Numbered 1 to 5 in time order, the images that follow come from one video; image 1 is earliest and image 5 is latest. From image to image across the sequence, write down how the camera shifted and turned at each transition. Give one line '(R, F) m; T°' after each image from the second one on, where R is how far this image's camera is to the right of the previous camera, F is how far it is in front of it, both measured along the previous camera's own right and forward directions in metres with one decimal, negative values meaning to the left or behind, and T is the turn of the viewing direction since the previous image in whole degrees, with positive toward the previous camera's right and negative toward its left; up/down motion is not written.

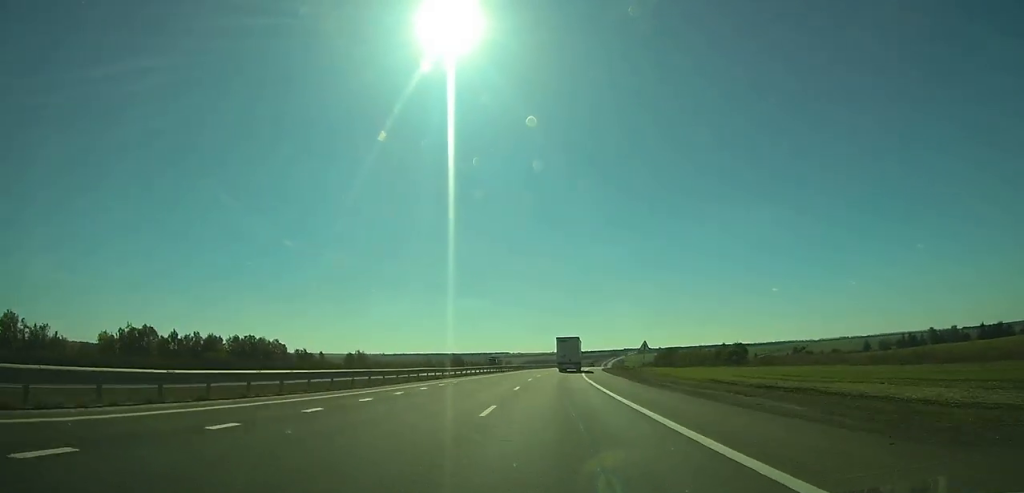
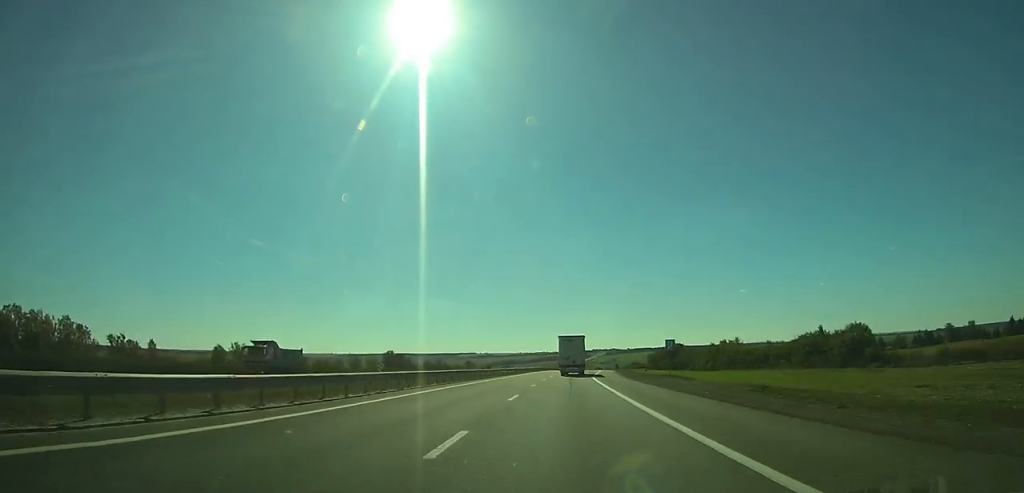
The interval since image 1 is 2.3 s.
(+0.4, +65.7) m; +2°
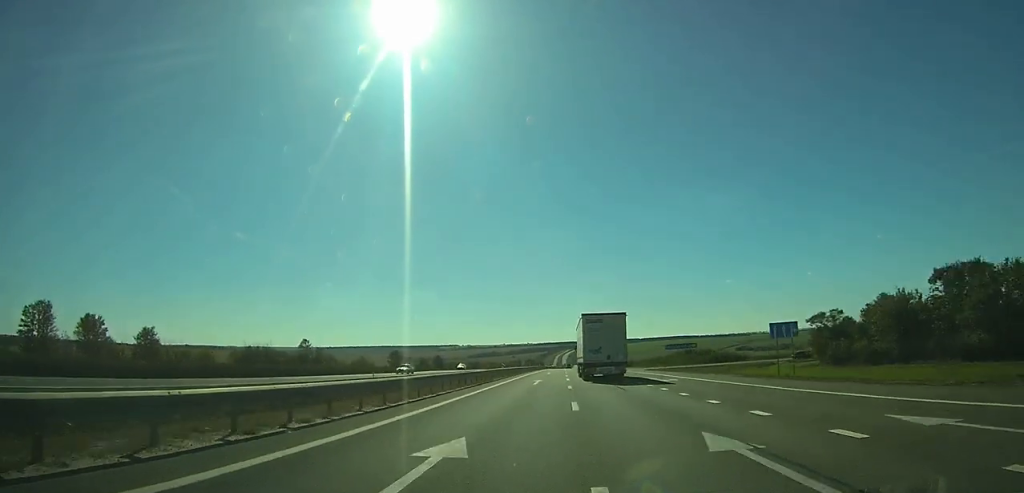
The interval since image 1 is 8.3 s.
(+6.6, +168.4) m; +2°
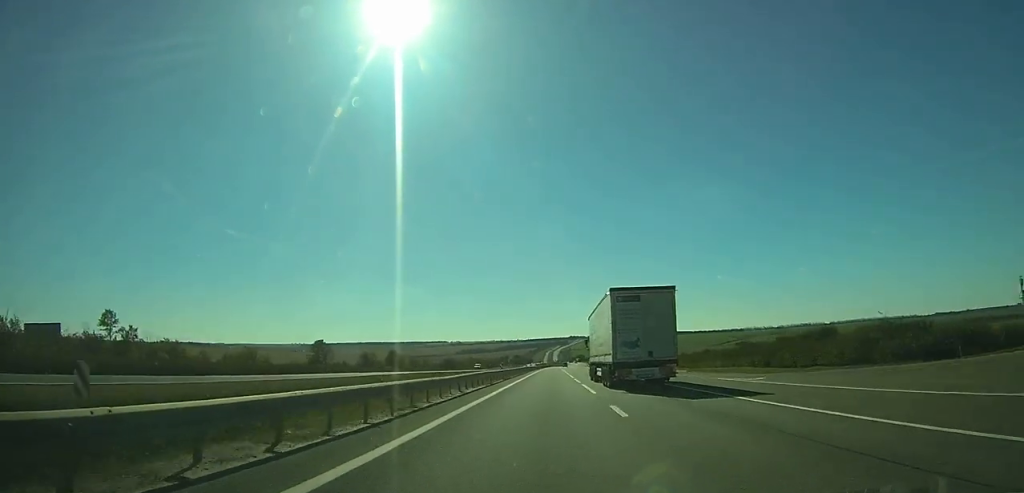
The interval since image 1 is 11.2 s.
(+0.1, +81.7) m; 0°
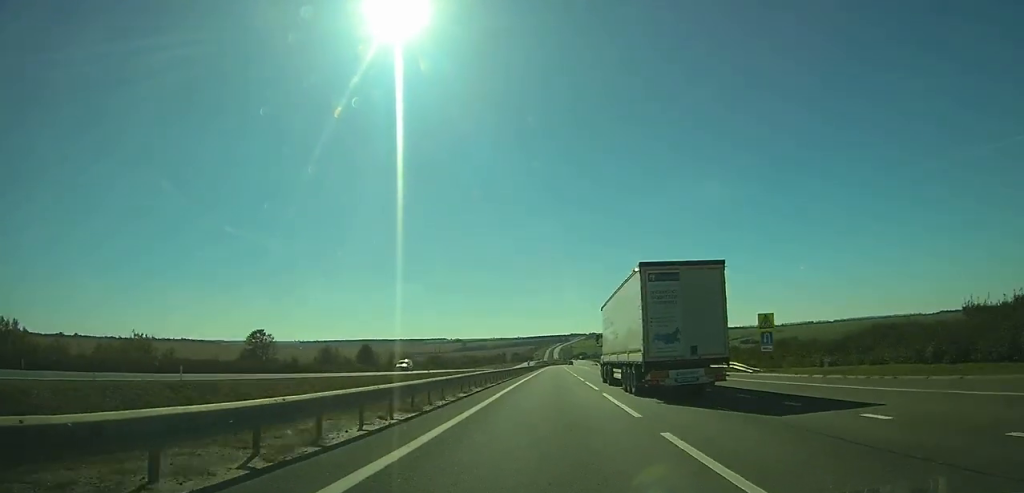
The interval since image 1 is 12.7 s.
(+0.1, +44.3) m; 0°
